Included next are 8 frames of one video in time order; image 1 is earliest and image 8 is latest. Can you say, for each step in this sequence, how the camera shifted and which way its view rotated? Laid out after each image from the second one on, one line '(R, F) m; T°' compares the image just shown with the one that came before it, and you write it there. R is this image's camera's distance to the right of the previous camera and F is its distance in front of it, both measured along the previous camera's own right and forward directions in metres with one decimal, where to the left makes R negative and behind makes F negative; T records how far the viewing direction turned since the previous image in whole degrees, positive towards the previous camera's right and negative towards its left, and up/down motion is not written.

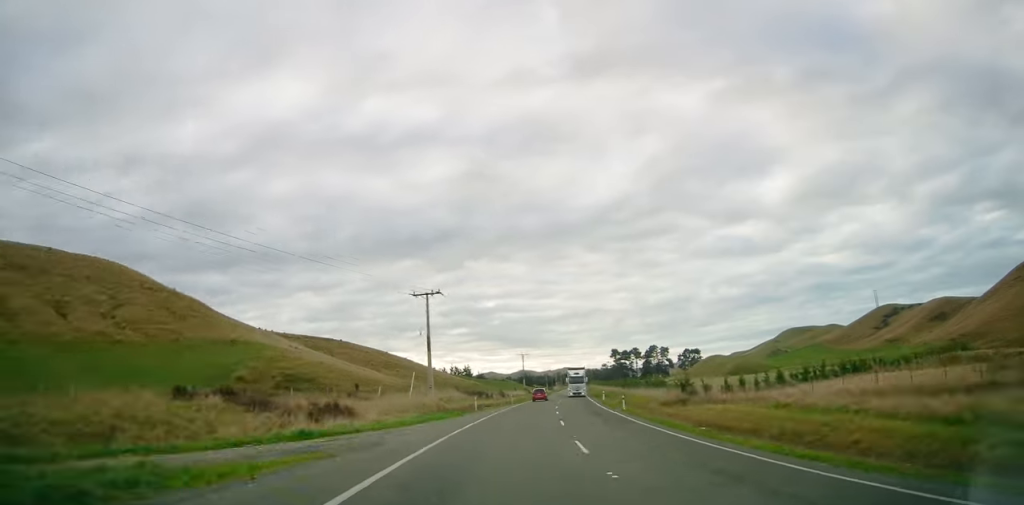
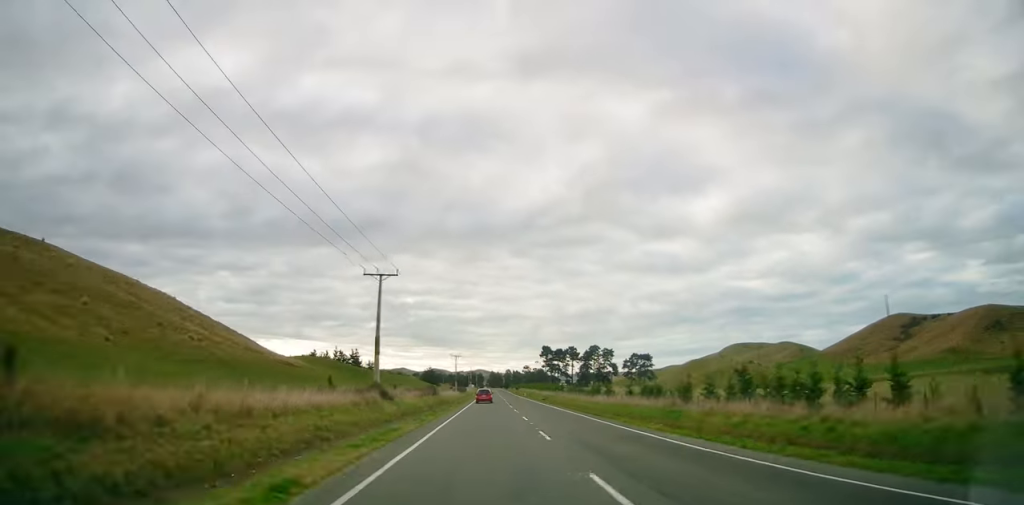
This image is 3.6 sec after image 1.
(+10.3, +86.9) m; +7°
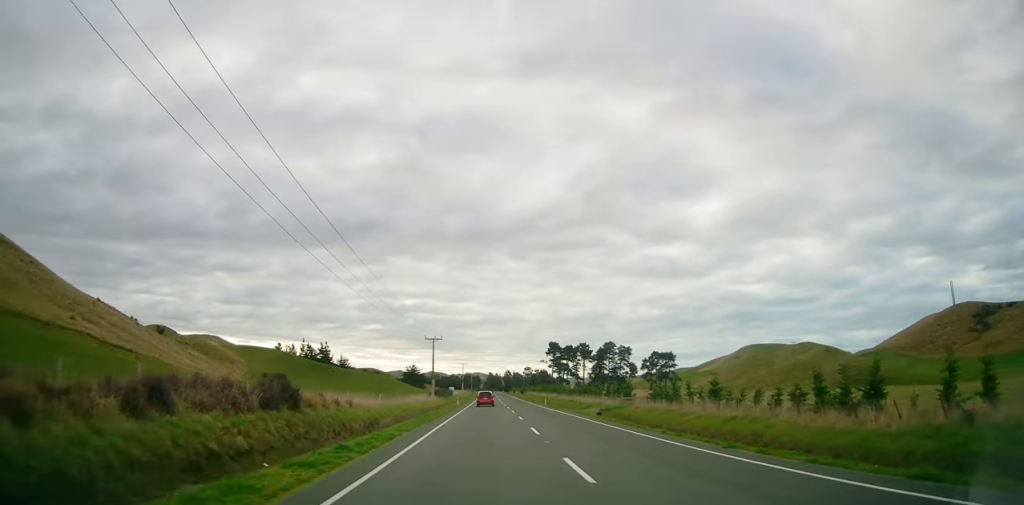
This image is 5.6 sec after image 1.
(+0.7, +48.9) m; 0°
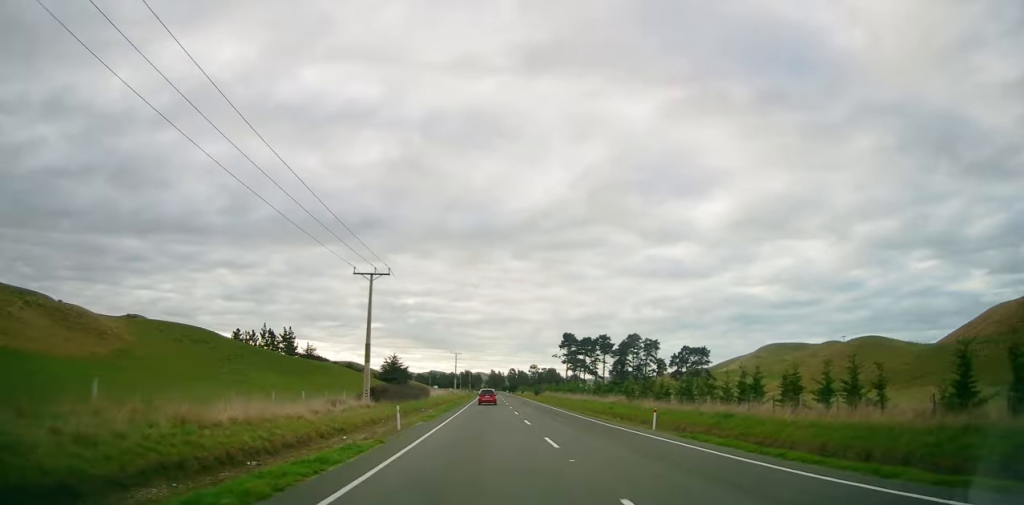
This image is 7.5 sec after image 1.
(0.0, +45.6) m; 0°
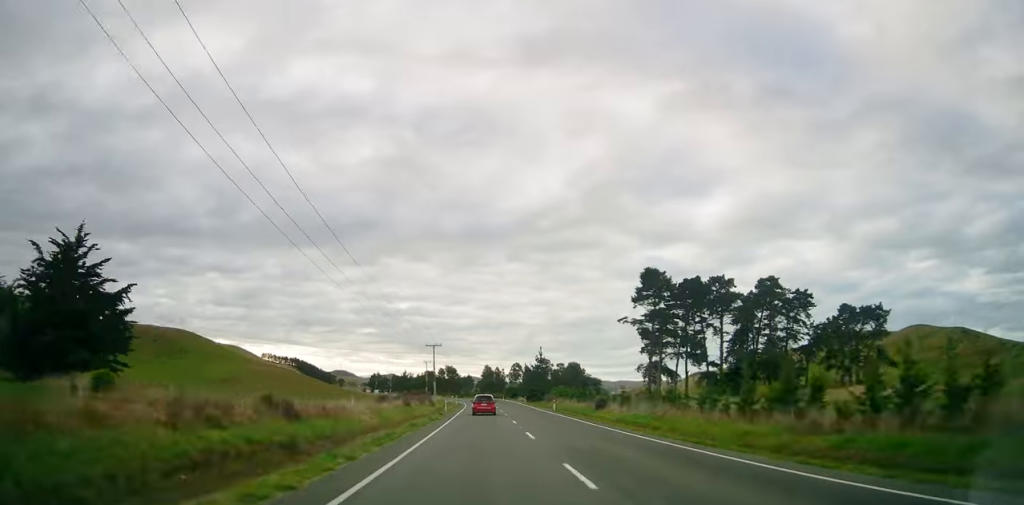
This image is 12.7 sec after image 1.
(-1.3, +126.6) m; -3°
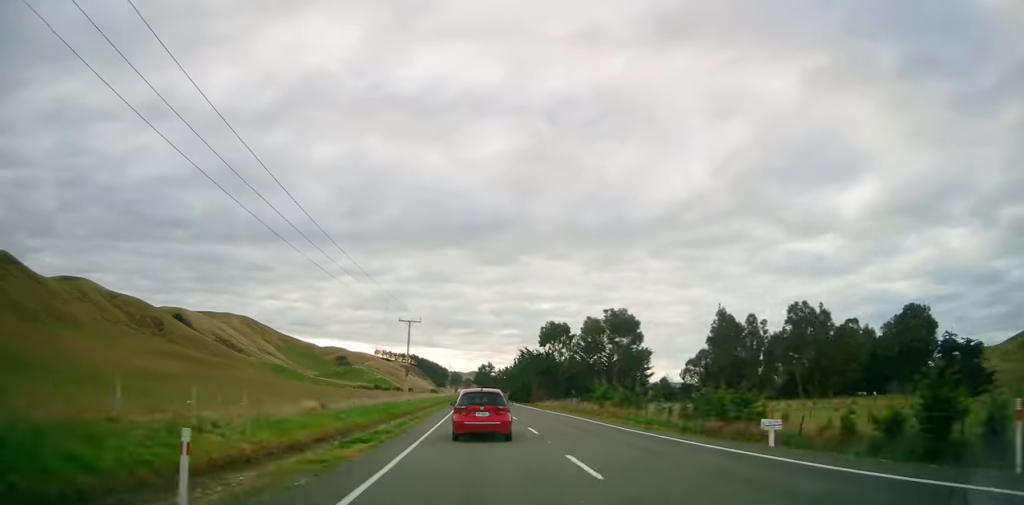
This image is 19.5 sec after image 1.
(-11.7, +156.9) m; -9°
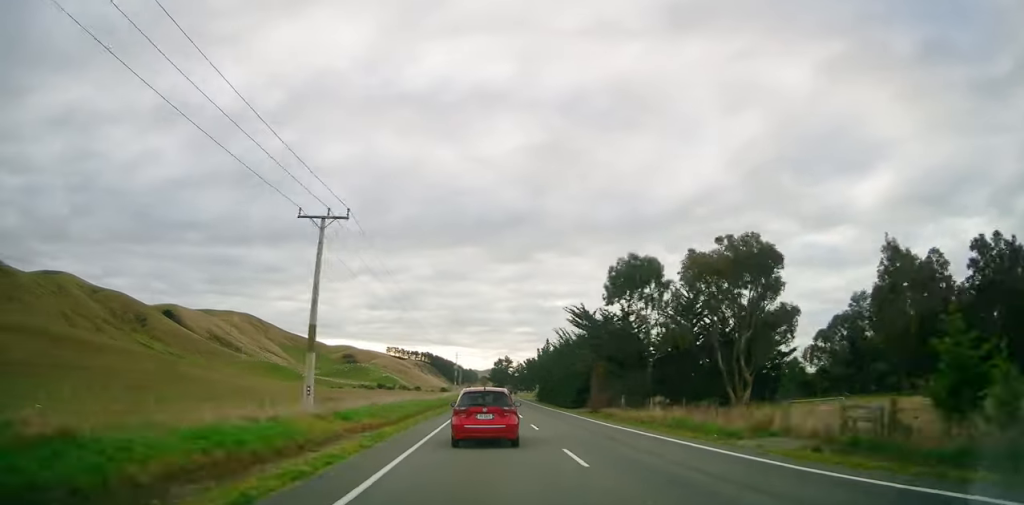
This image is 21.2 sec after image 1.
(-1.3, +37.7) m; -2°
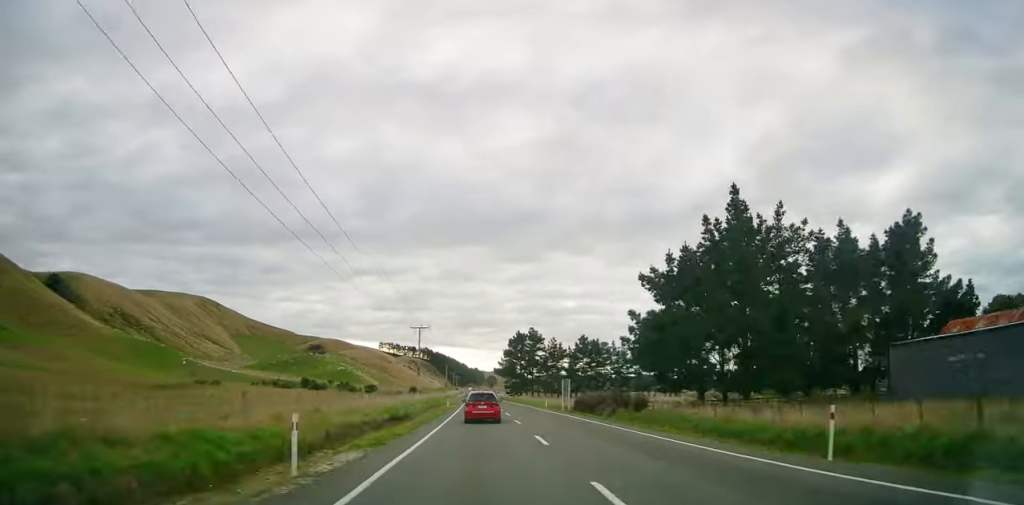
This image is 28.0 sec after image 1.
(-5.4, +143.8) m; -3°
